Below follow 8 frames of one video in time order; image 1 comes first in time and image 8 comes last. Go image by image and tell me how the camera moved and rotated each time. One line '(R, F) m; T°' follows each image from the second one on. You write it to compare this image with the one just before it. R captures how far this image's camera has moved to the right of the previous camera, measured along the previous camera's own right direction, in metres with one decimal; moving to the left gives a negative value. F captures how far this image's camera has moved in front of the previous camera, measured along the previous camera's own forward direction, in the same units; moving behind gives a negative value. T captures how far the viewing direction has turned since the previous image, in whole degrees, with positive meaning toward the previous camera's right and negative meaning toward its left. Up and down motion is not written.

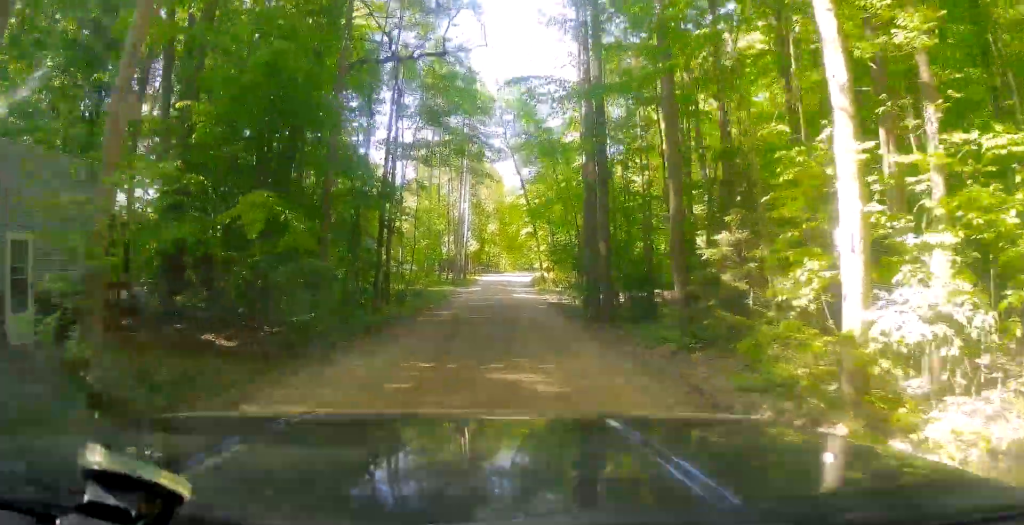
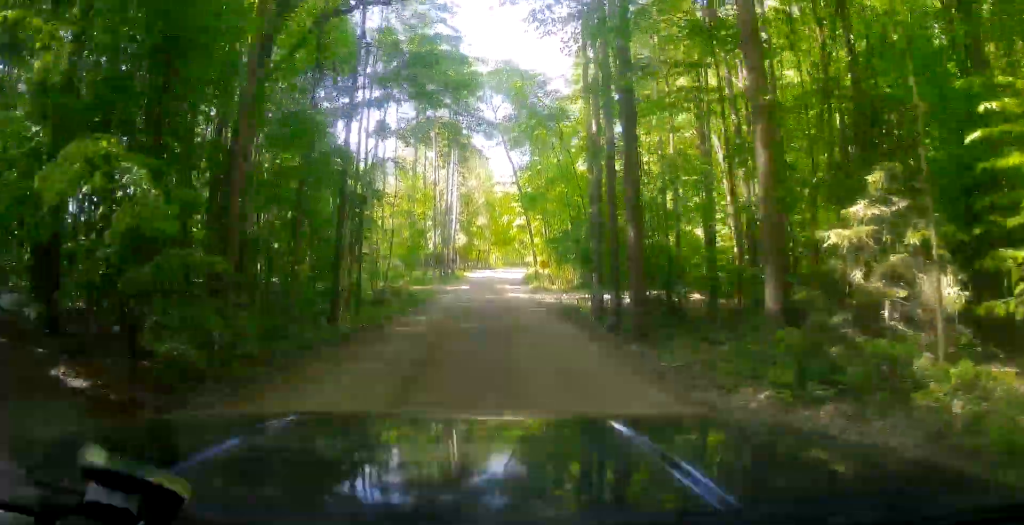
(0.0, +4.2) m; 0°
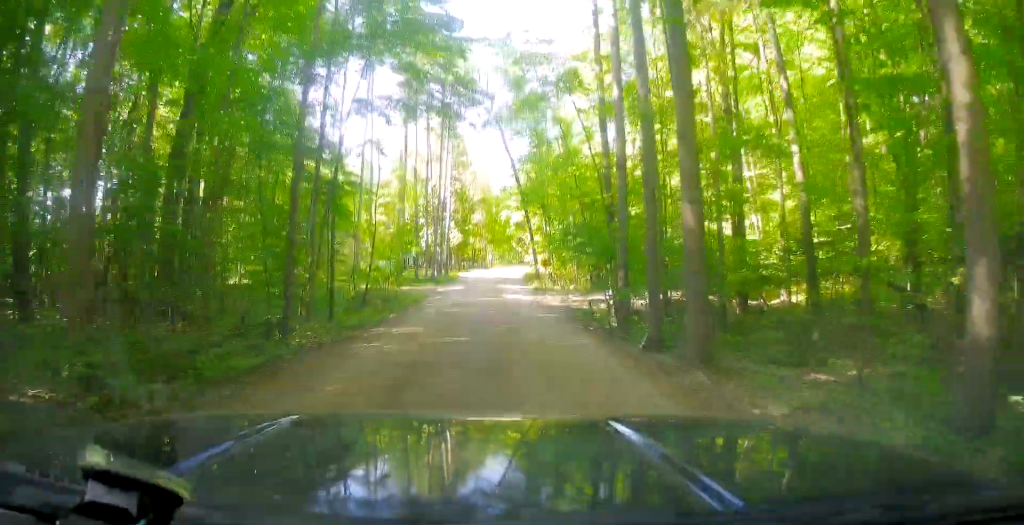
(0.0, +3.4) m; 0°
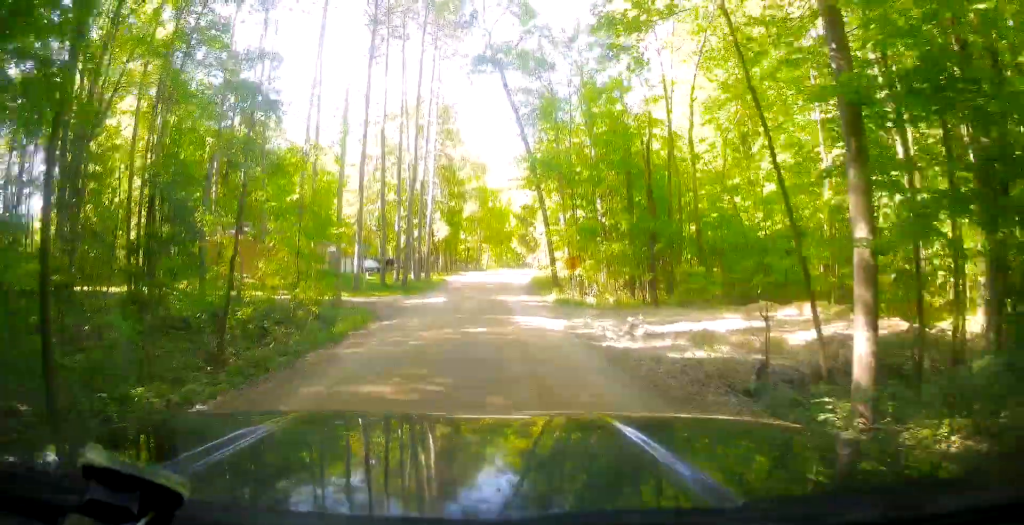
(0.0, +13.3) m; 0°
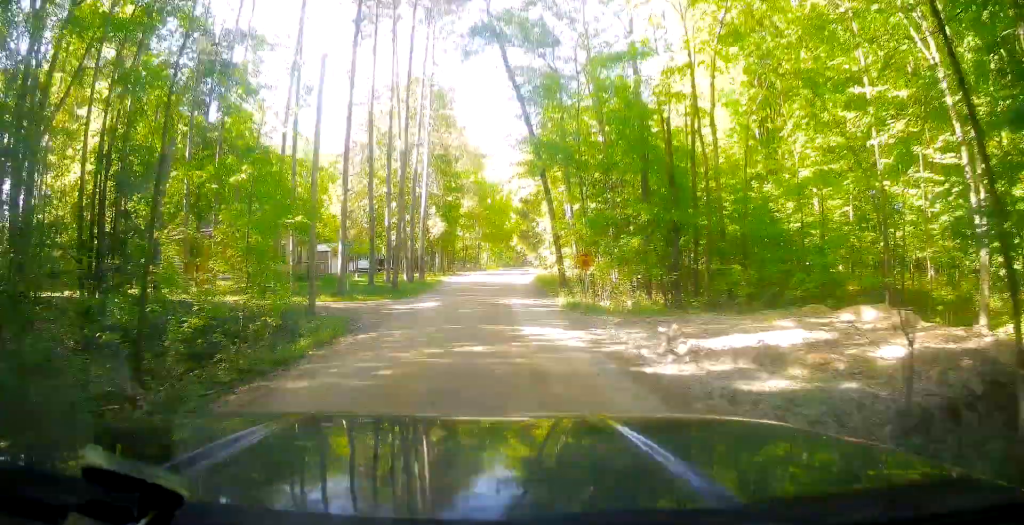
(0.0, +3.2) m; 0°
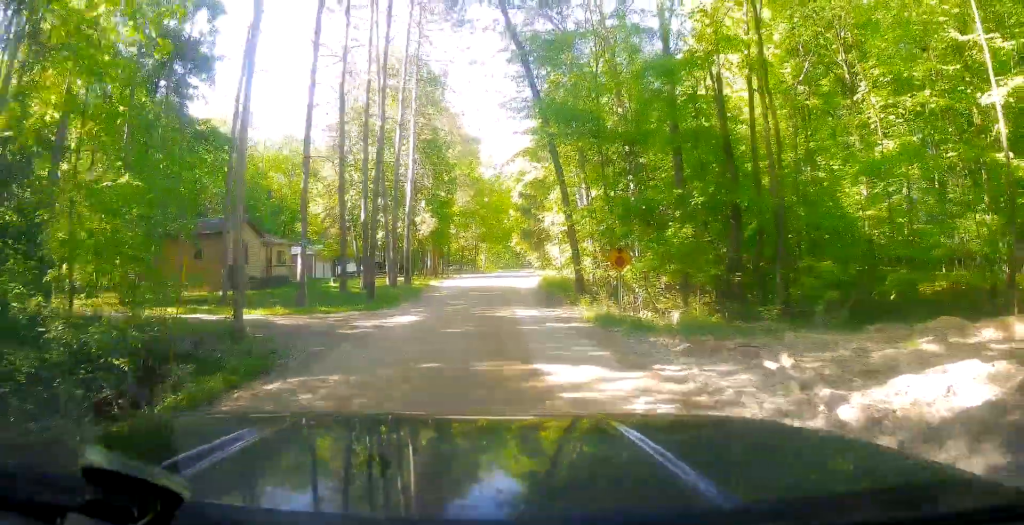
(0.0, +5.5) m; 0°
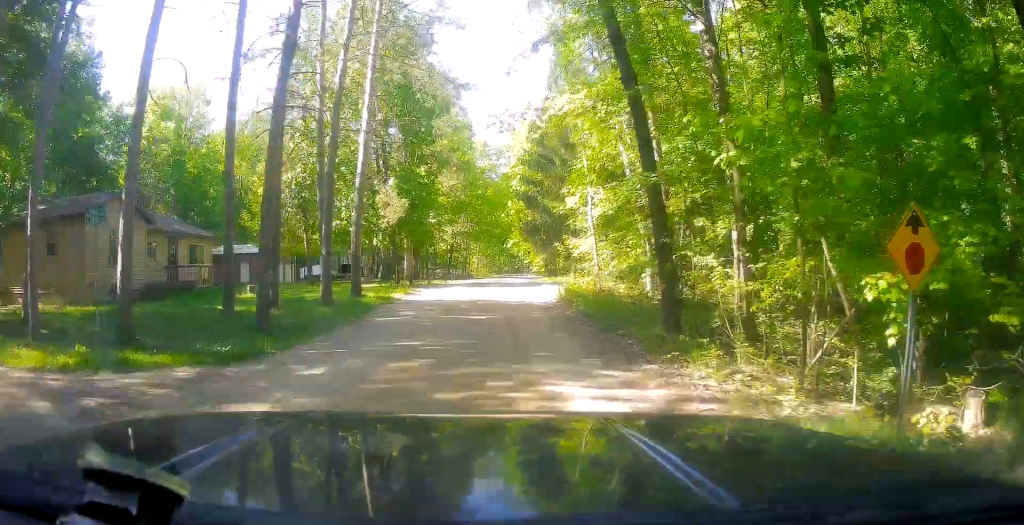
(0.0, +11.5) m; 0°
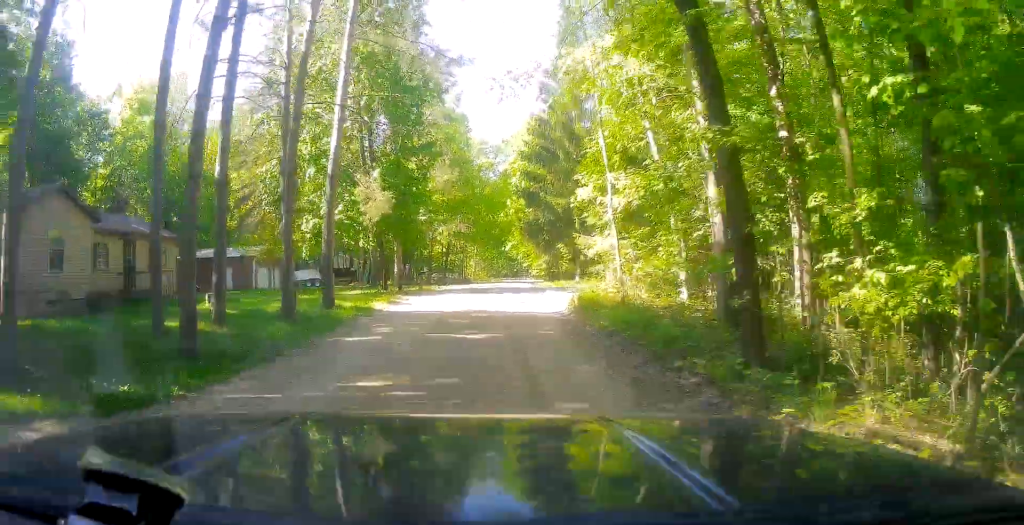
(0.0, +3.7) m; 0°
